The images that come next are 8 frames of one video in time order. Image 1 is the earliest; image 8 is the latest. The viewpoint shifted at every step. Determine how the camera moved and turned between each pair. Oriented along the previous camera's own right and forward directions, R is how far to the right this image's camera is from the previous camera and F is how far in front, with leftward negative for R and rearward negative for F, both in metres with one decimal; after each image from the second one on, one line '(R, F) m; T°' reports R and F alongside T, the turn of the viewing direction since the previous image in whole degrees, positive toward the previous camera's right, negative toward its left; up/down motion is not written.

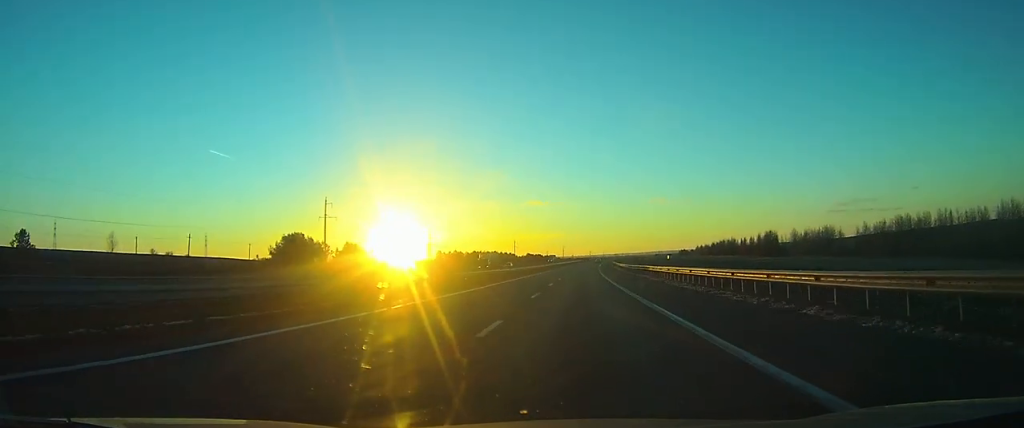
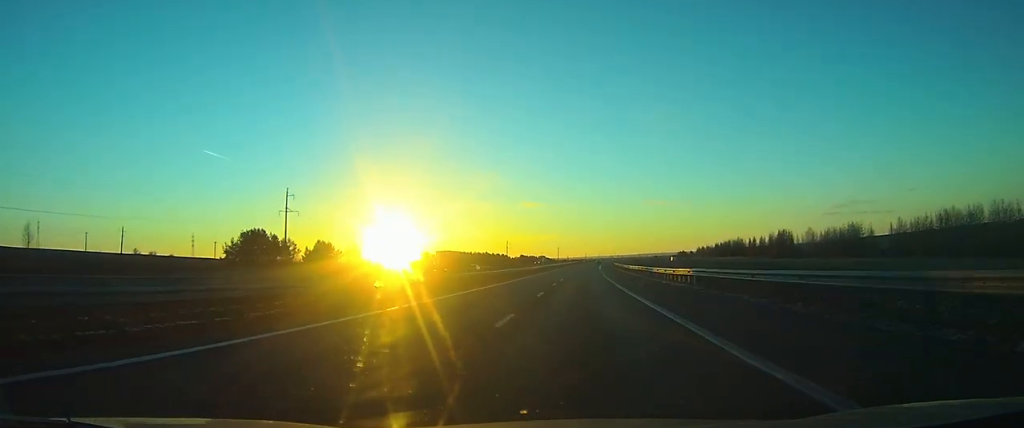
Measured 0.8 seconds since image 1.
(0.0, +21.9) m; 0°
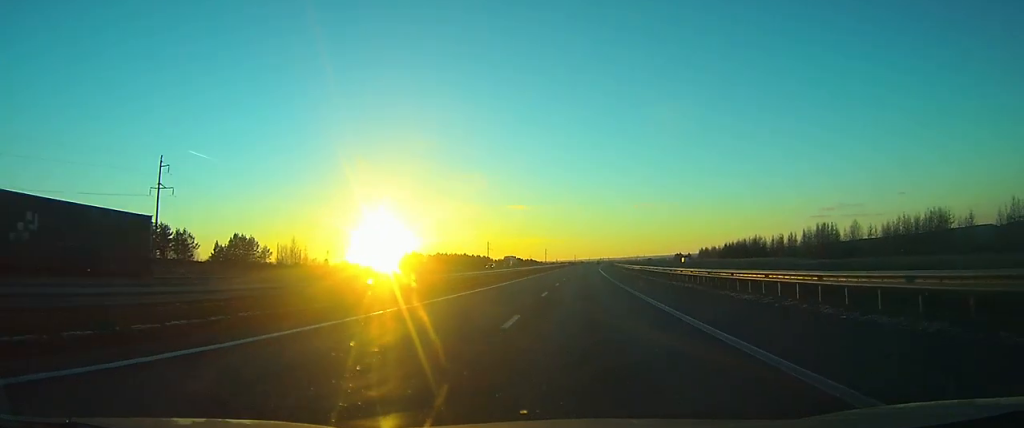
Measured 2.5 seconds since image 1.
(+0.2, +45.9) m; +1°
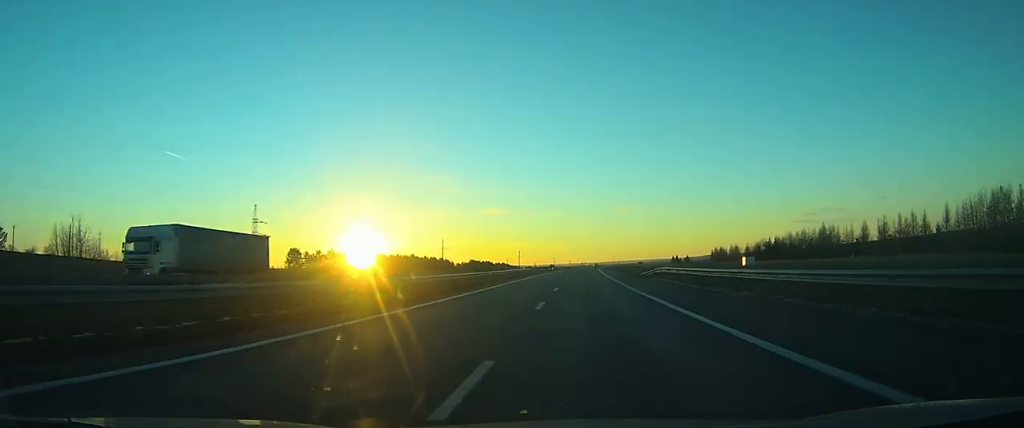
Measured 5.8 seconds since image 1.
(+1.7, +89.1) m; +2°
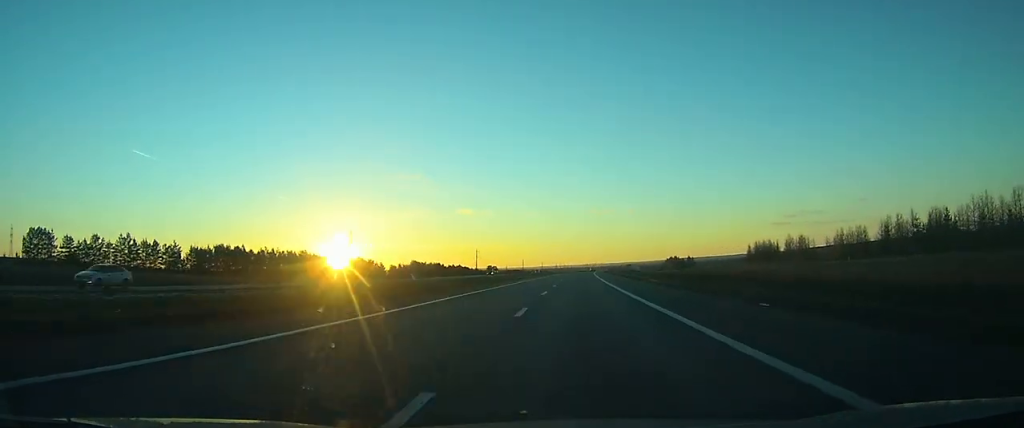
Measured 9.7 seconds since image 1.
(+2.6, +112.1) m; +3°
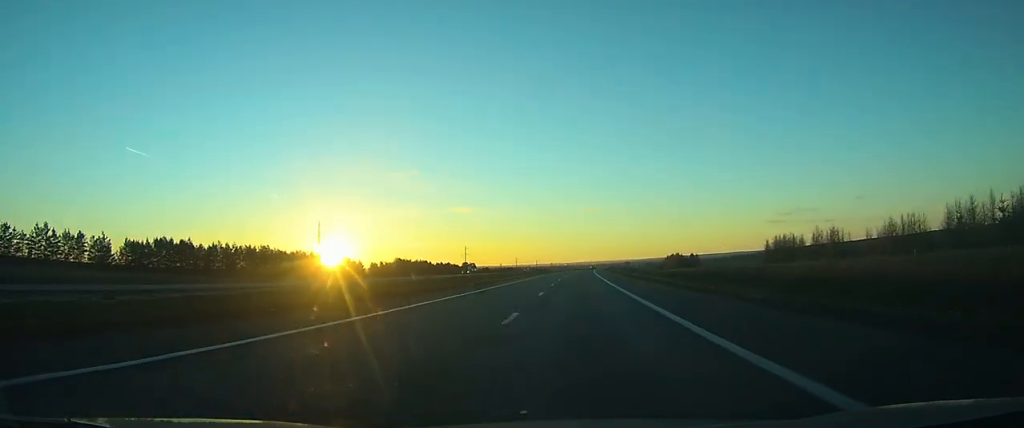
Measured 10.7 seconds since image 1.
(+0.1, +25.9) m; +1°
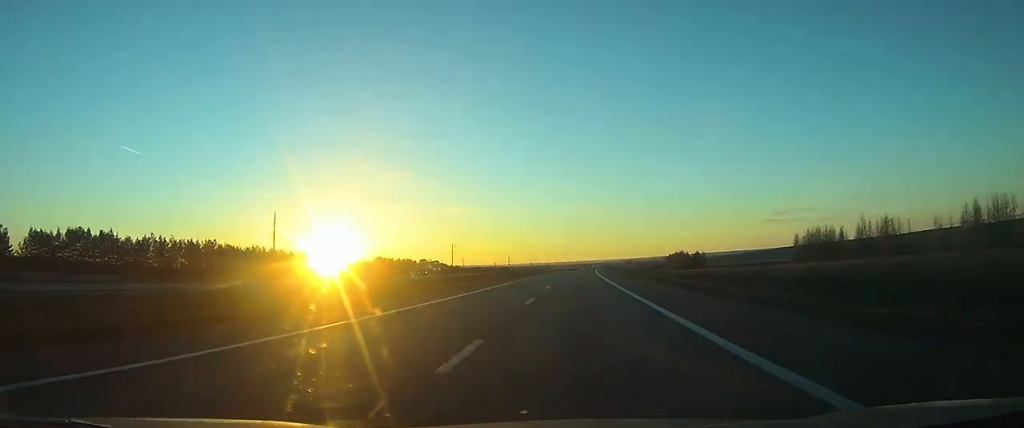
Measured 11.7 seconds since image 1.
(+0.2, +28.6) m; 0°
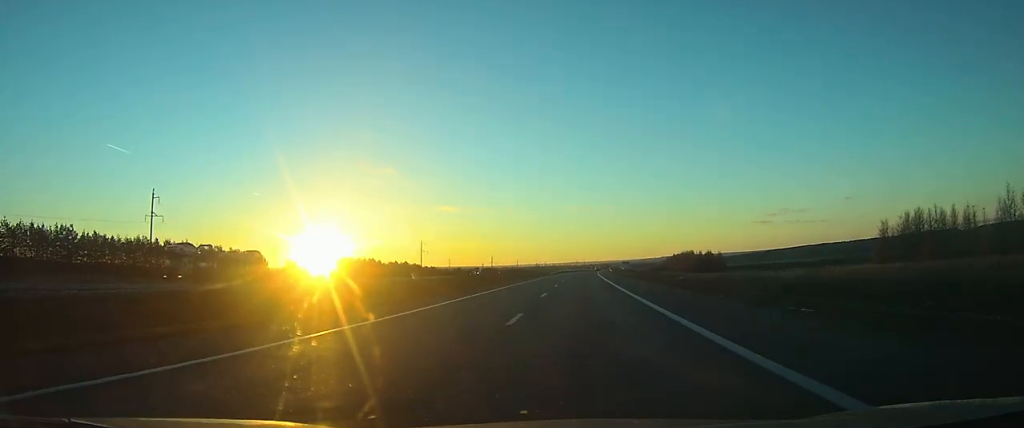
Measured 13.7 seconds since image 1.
(+0.4, +51.5) m; +1°
